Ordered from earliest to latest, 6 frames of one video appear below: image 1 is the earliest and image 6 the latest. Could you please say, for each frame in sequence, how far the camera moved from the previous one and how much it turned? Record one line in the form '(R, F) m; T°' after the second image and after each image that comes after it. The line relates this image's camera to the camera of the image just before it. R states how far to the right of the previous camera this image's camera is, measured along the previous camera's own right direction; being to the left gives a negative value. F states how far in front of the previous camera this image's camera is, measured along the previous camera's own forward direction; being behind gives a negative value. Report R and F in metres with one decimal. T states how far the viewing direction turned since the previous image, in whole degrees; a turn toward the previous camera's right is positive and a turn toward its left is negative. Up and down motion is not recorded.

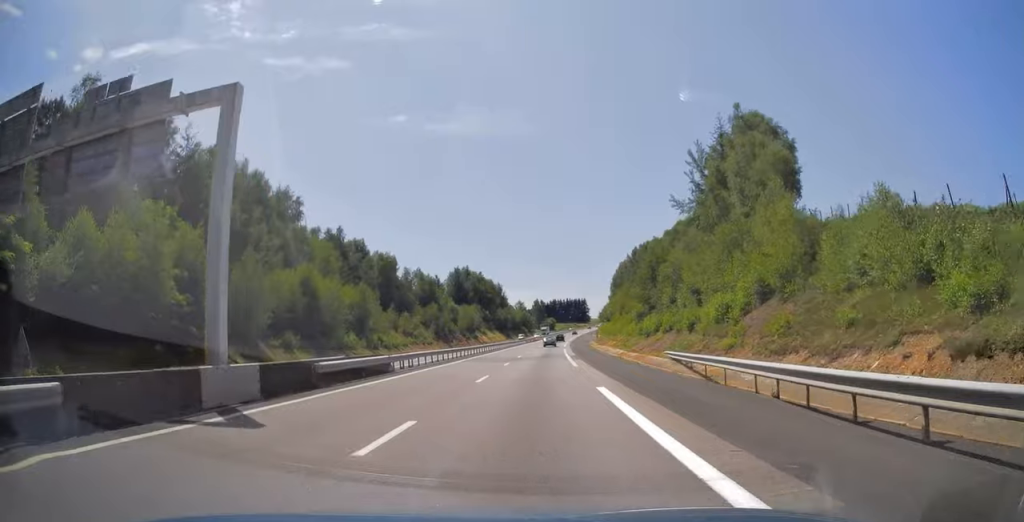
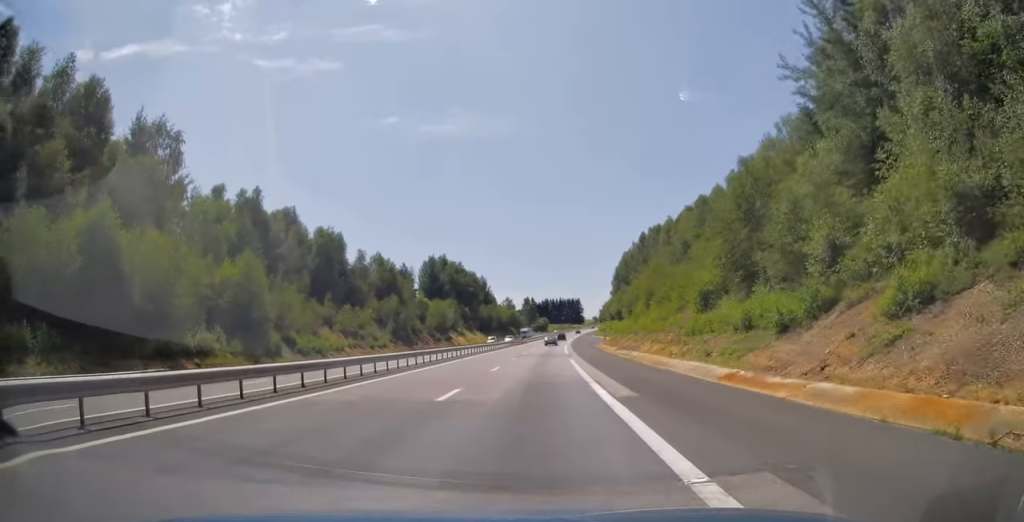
(+0.3, +32.5) m; +1°
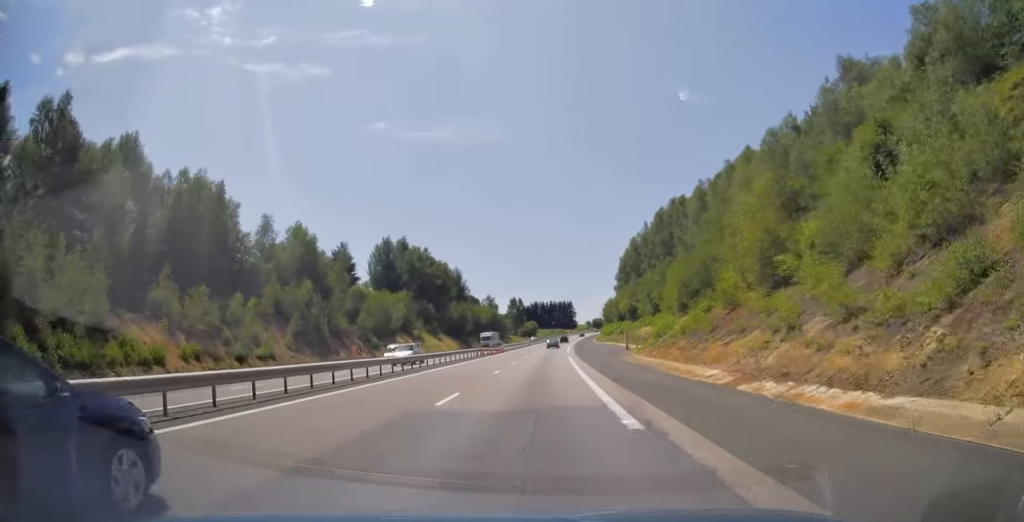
(+0.4, +39.9) m; +1°
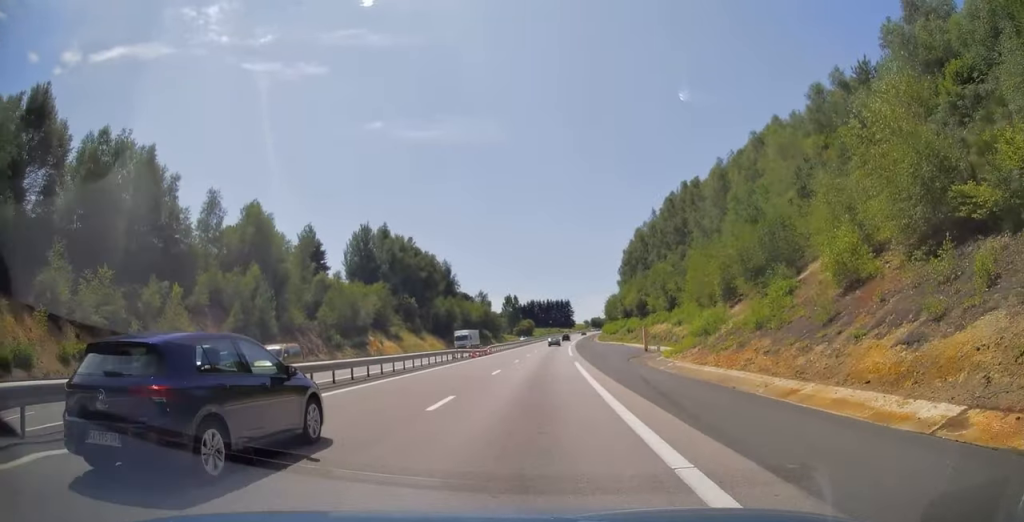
(+0.1, +14.3) m; 0°
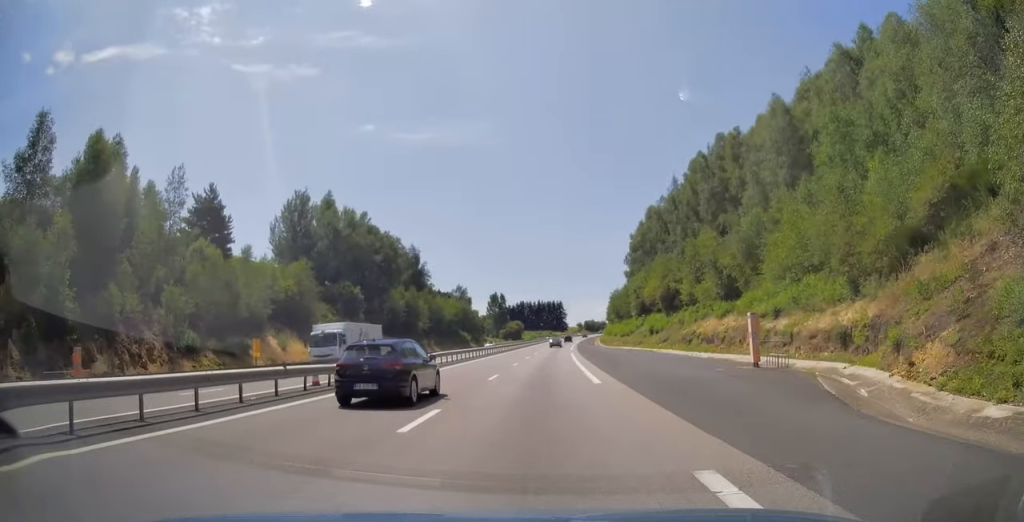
(+0.2, +29.0) m; +1°
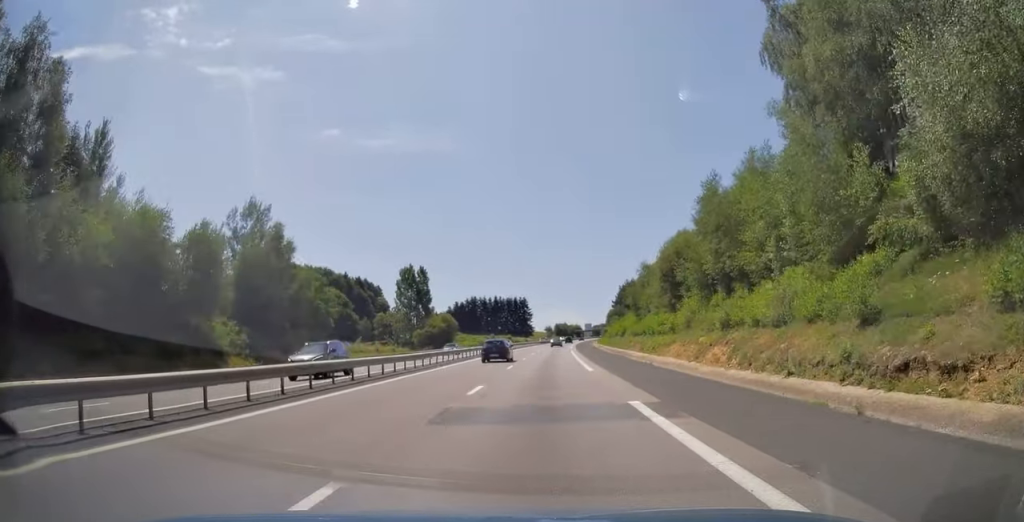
(+2.7, +97.2) m; +3°
